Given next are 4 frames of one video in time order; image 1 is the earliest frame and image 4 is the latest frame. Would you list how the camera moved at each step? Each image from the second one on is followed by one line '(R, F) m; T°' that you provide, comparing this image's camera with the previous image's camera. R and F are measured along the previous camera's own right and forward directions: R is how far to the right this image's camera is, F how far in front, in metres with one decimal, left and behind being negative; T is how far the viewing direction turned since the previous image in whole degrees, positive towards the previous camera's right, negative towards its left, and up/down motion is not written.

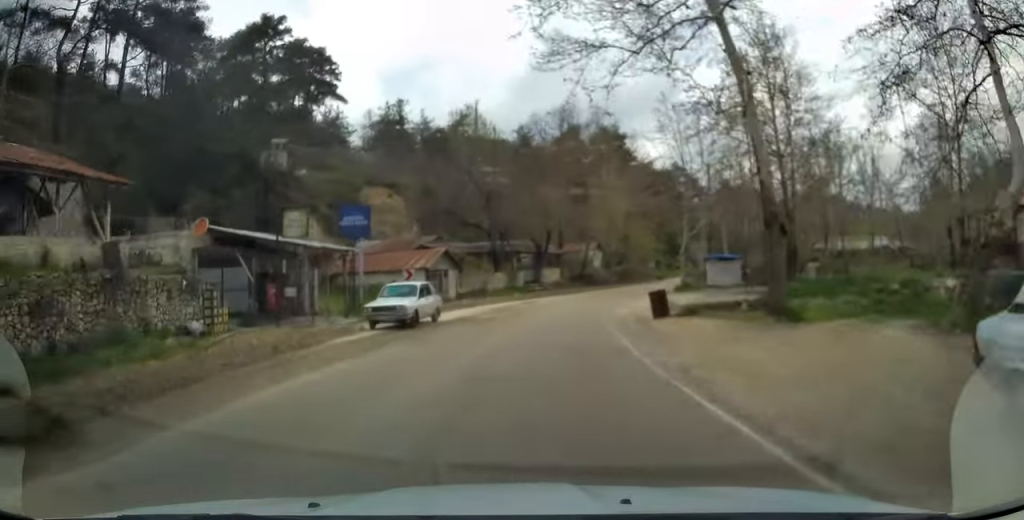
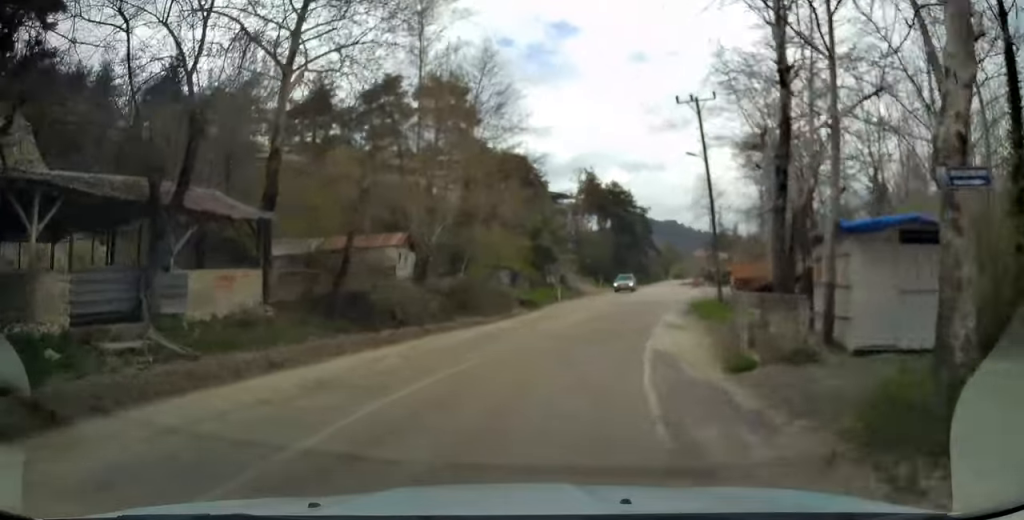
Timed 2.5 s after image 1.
(+3.0, +36.1) m; +13°
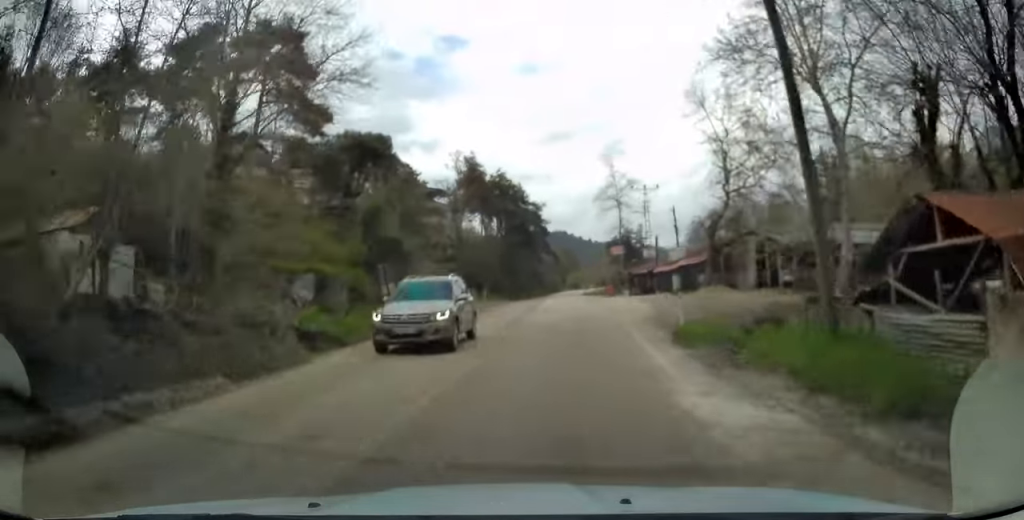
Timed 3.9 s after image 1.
(+2.1, +20.7) m; +9°
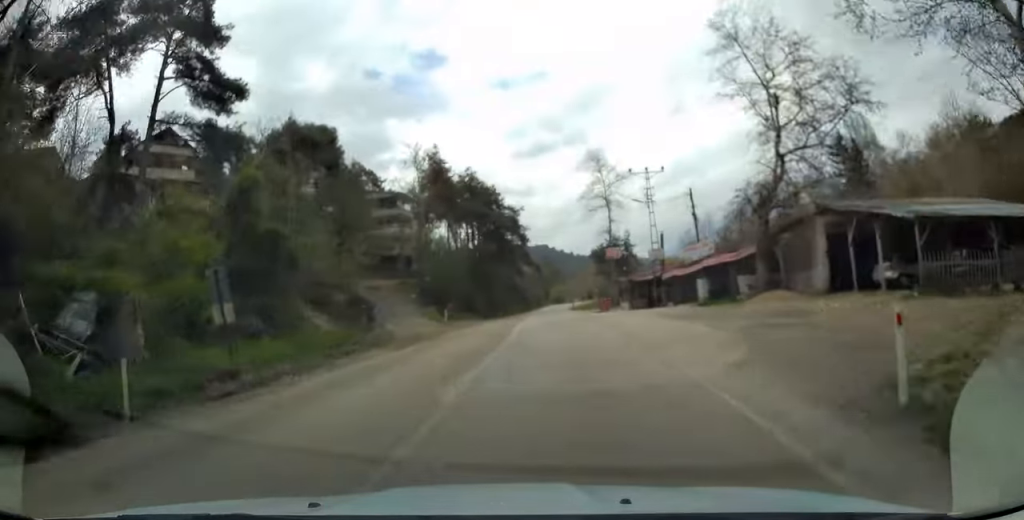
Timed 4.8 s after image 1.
(+0.4, +12.4) m; +3°
